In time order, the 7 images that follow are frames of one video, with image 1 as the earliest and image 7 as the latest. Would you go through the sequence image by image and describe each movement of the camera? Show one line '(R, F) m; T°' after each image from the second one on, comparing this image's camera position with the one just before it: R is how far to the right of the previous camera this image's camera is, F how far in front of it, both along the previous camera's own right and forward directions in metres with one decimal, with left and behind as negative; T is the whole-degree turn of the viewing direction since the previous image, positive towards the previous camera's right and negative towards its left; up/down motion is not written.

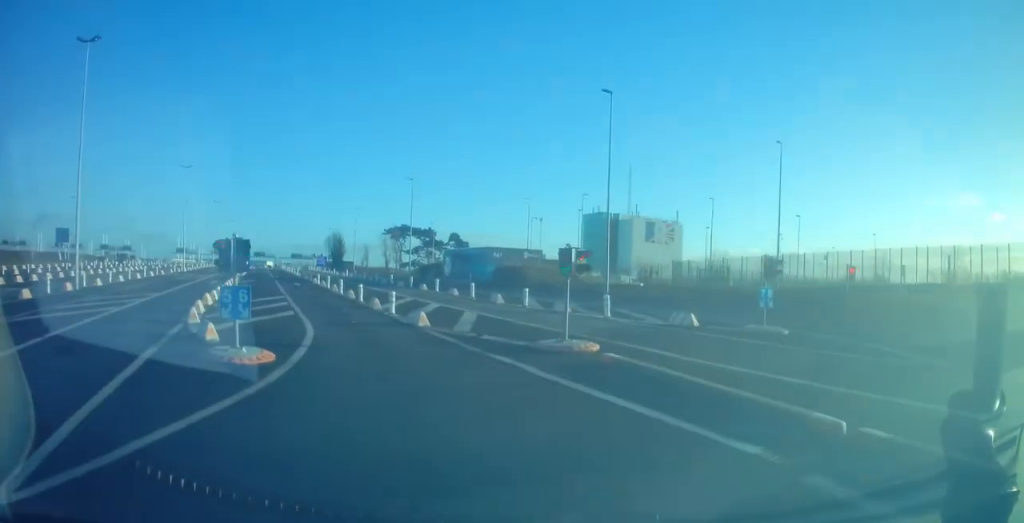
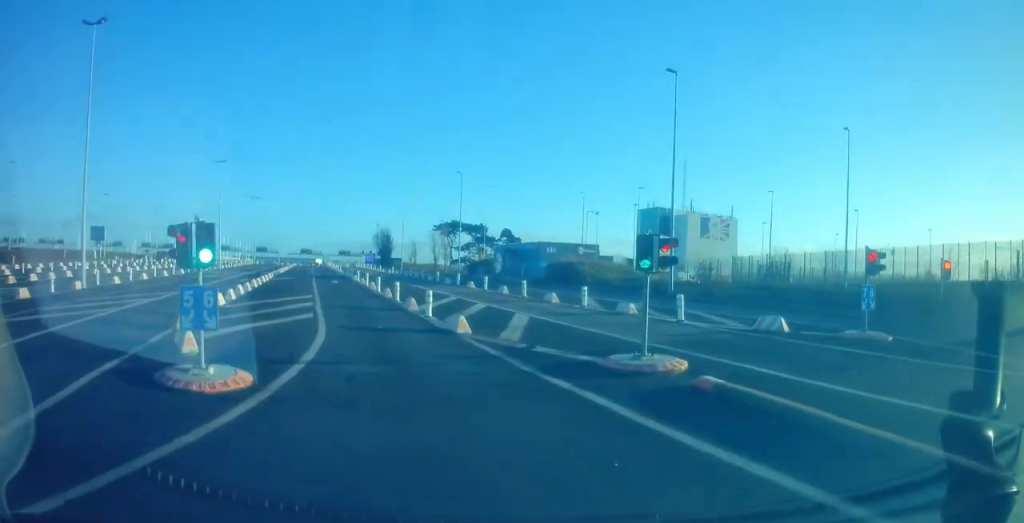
(-0.2, +2.9) m; -5°
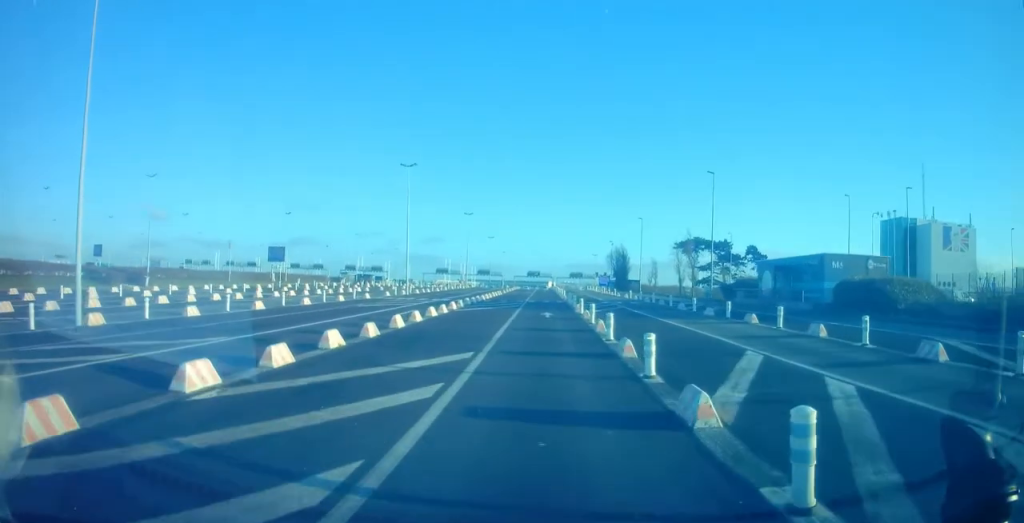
(-2.6, +12.4) m; -21°
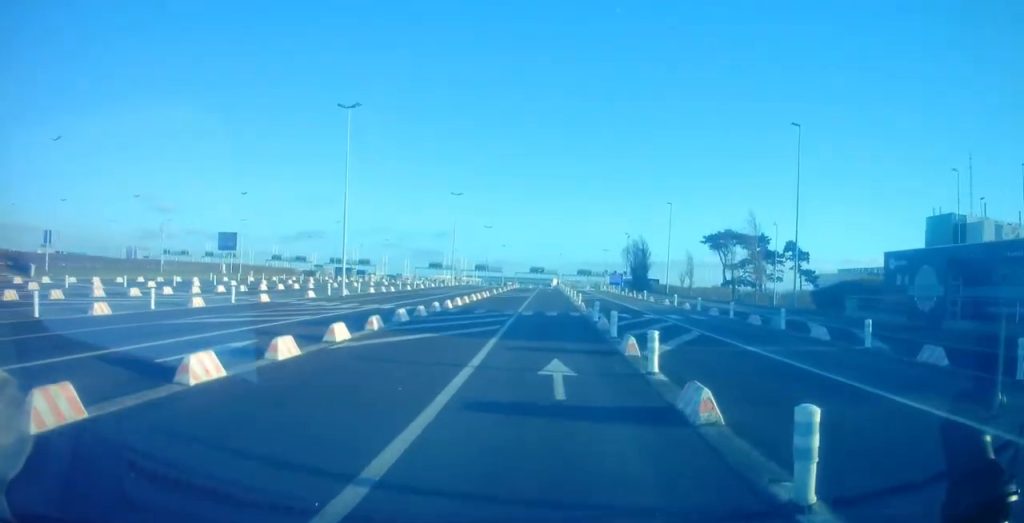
(-1.7, +18.1) m; -7°
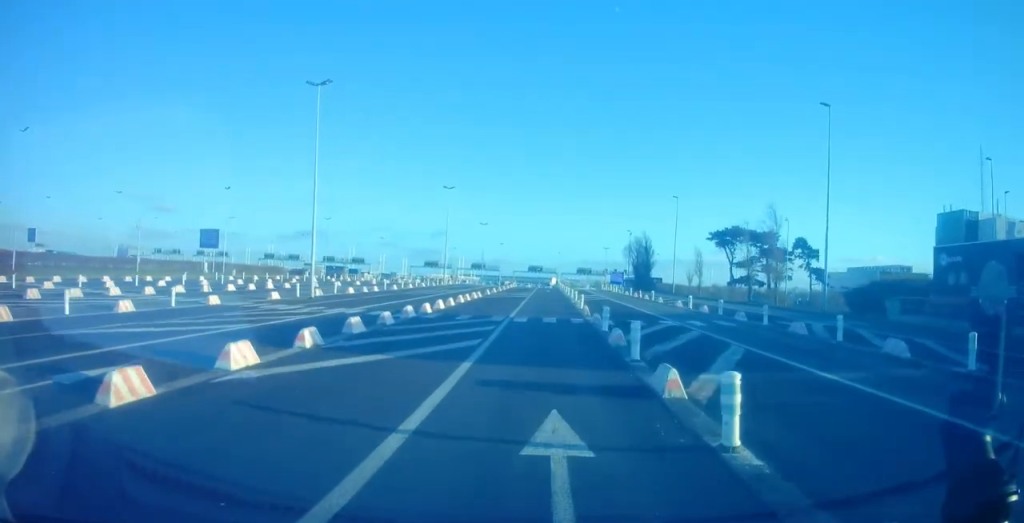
(0.0, +4.6) m; +1°
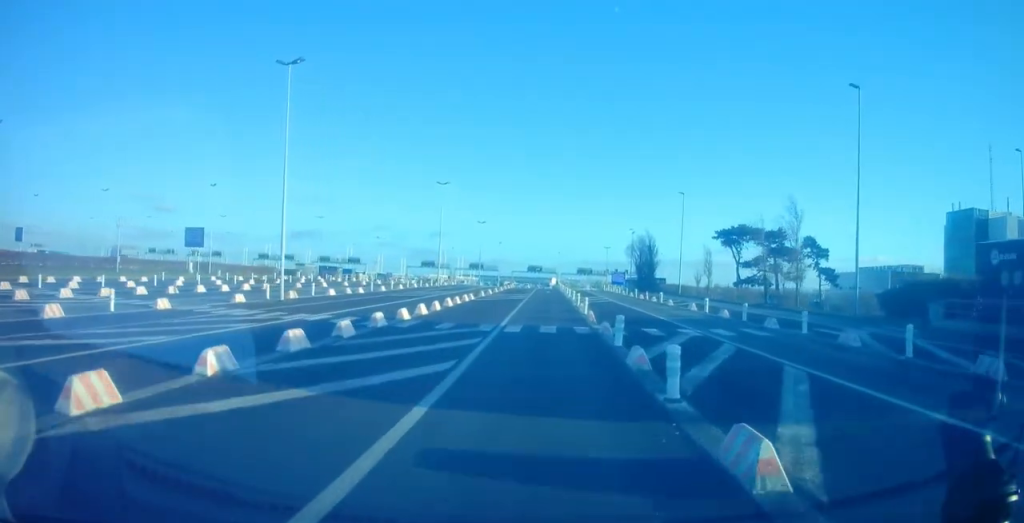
(+0.1, +3.9) m; +2°
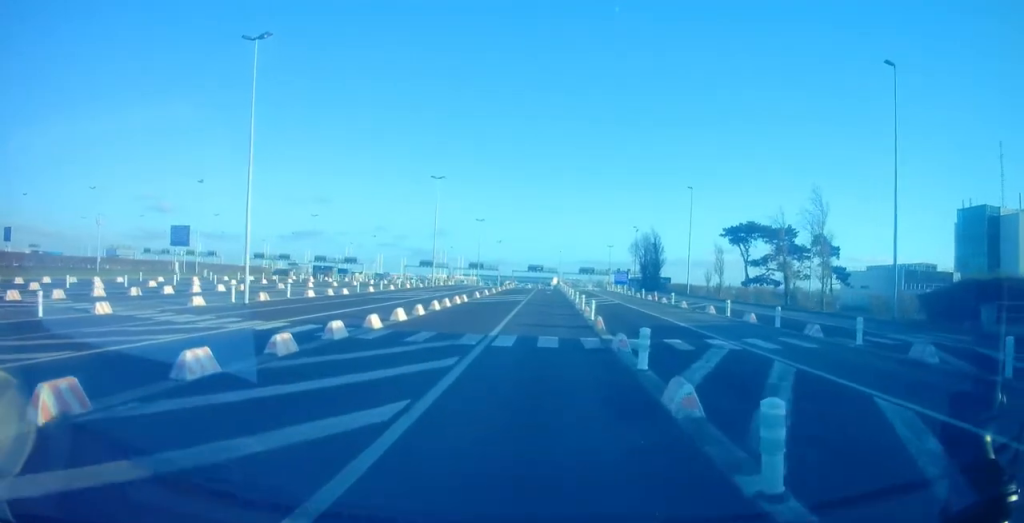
(+0.1, +3.6) m; -1°
